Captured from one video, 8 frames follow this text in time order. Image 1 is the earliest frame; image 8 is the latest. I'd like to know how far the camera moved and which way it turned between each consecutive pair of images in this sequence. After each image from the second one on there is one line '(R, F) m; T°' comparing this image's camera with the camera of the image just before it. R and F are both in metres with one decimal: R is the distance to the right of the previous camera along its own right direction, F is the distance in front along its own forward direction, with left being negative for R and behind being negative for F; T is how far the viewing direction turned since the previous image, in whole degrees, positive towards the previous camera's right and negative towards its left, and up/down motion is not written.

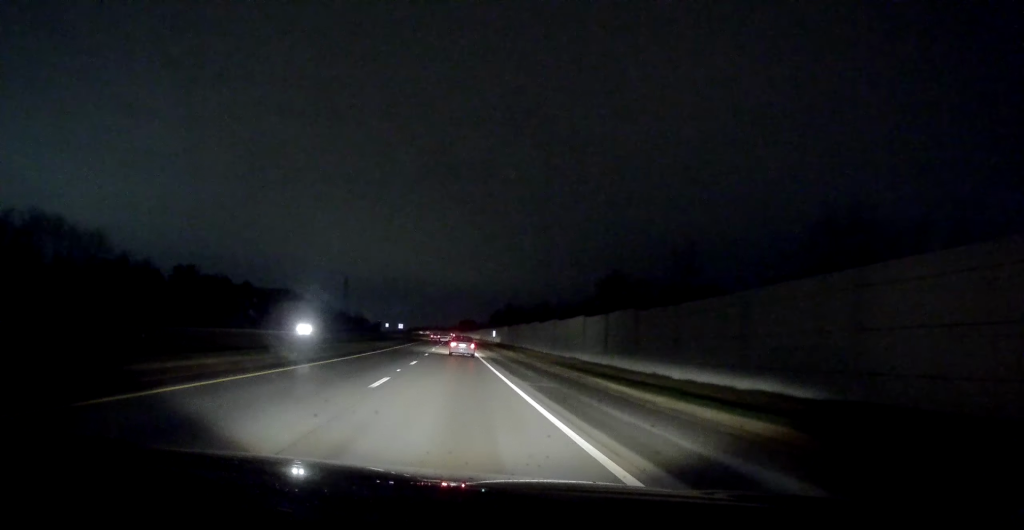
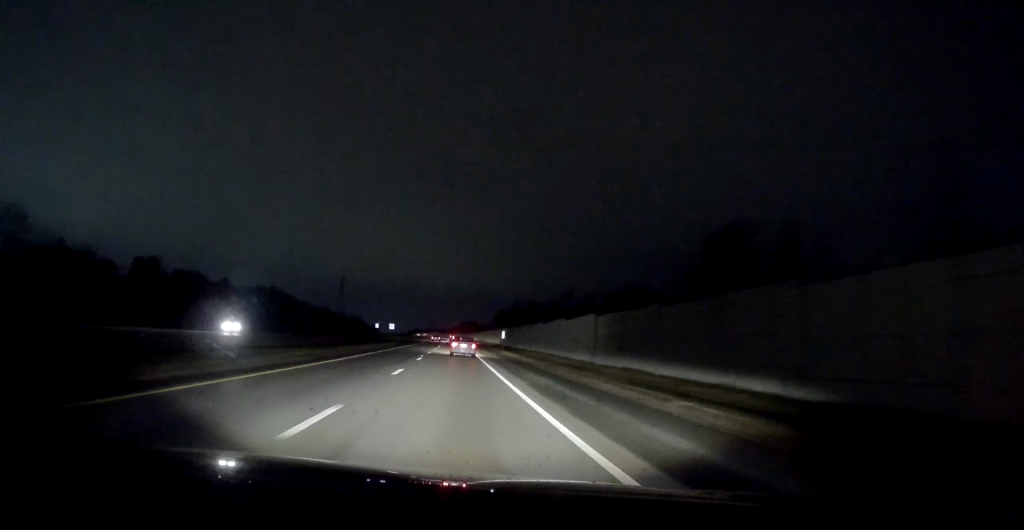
(+0.1, +18.7) m; 0°
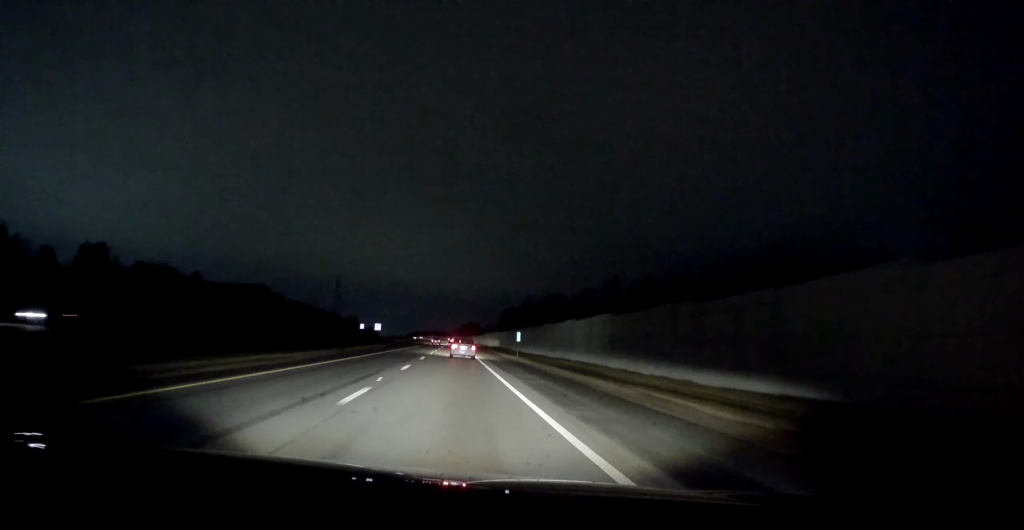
(+0.1, +20.0) m; 0°
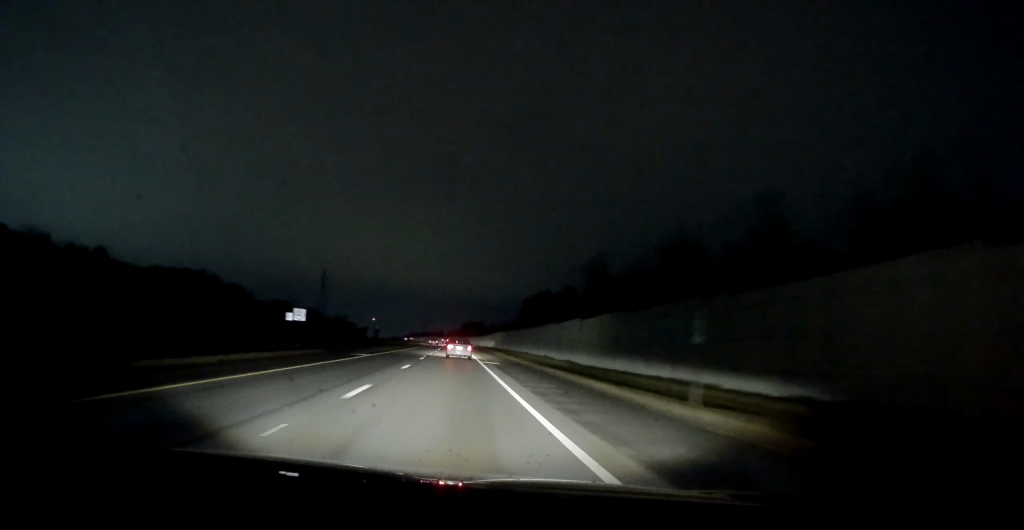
(+0.1, +46.7) m; 0°
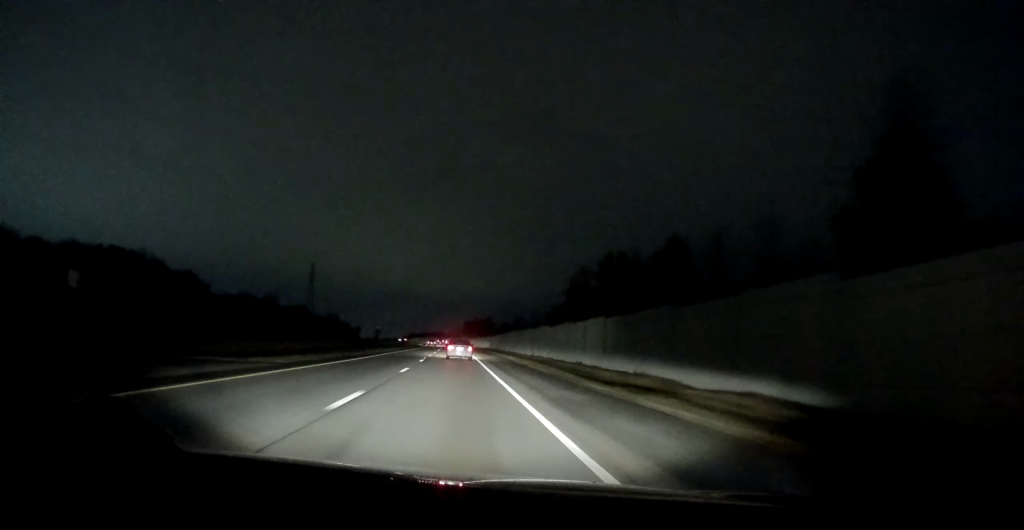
(0.0, +36.8) m; 0°
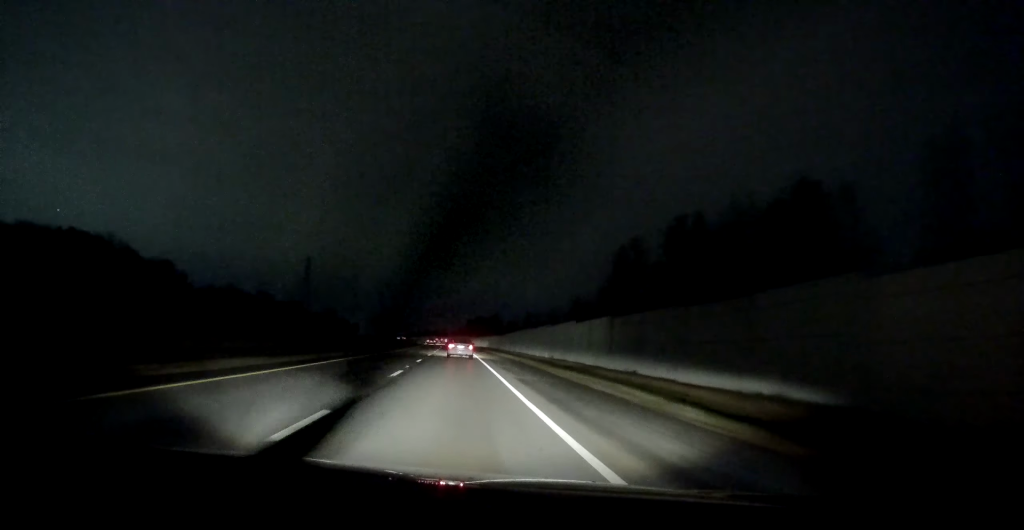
(0.0, +15.4) m; 0°
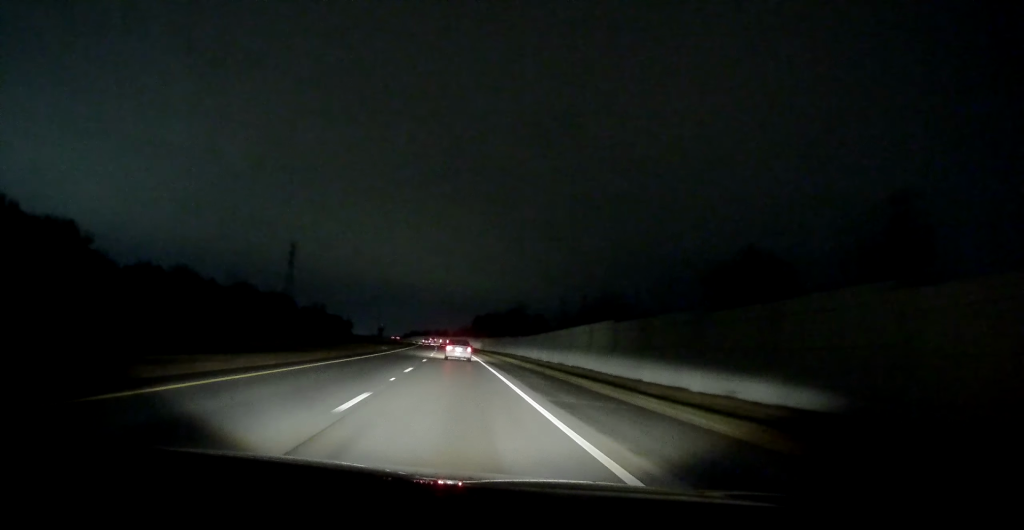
(-0.2, +44.7) m; 0°
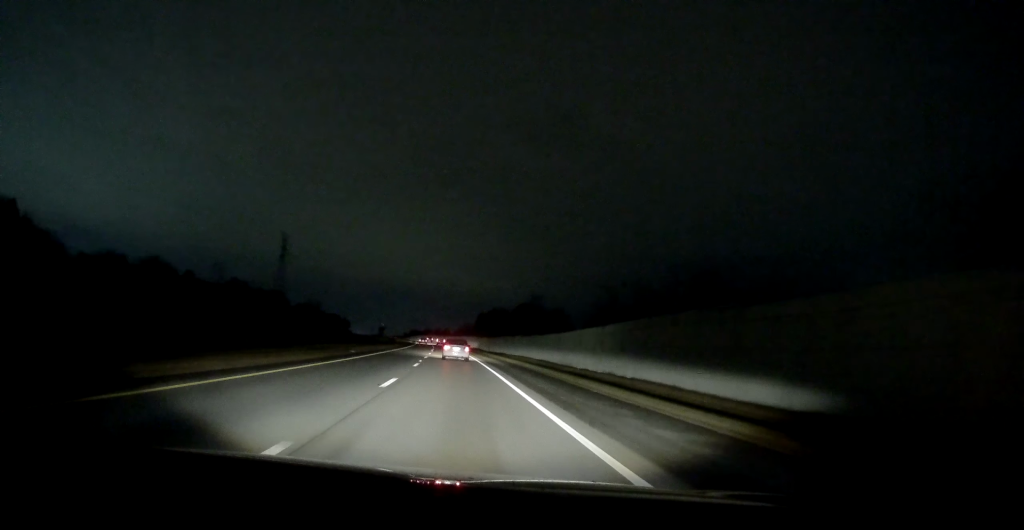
(+0.2, +18.8) m; -1°
